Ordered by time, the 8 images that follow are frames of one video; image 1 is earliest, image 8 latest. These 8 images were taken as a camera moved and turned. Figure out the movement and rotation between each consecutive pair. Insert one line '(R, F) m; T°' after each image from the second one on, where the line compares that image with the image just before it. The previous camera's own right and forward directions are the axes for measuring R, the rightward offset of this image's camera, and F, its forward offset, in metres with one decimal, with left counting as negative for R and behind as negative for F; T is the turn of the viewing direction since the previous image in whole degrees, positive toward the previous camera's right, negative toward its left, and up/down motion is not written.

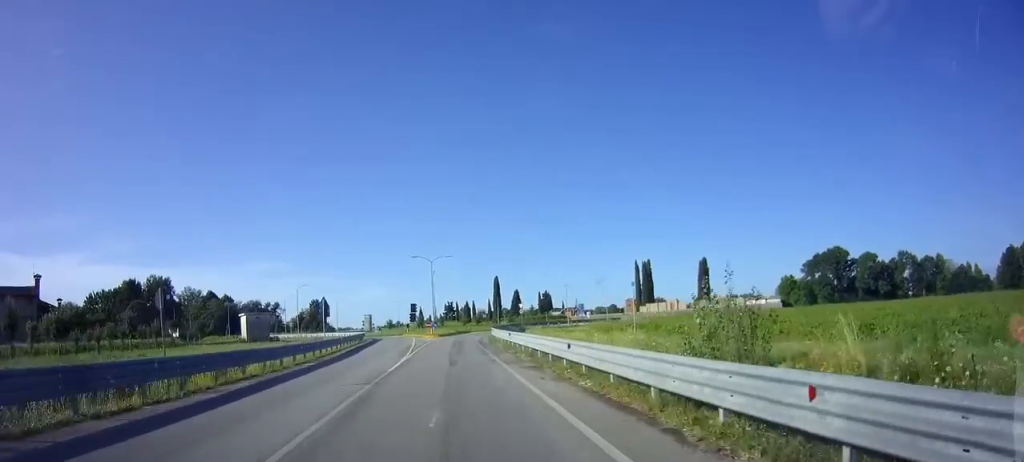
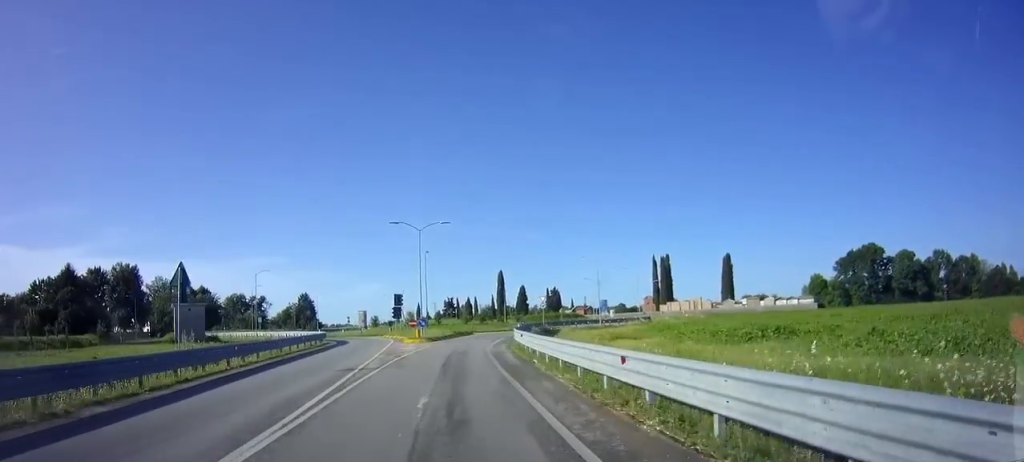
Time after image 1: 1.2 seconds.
(+0.1, +18.4) m; 0°
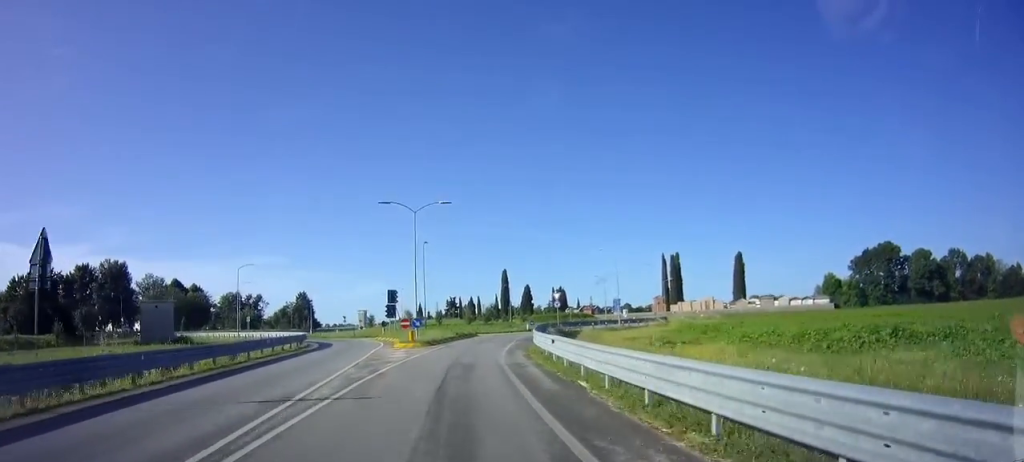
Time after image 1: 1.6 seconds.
(0.0, +6.8) m; 0°
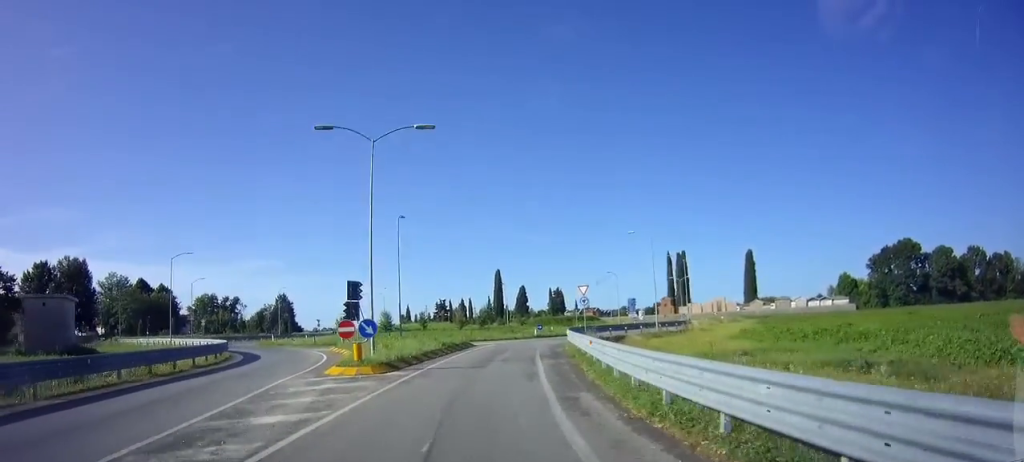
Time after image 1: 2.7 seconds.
(+0.1, +14.4) m; +1°
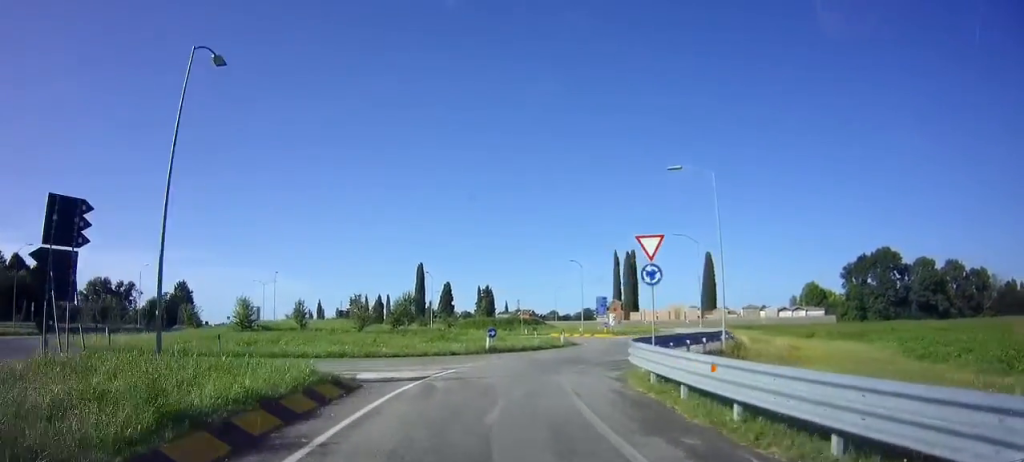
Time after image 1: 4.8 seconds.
(+1.1, +22.4) m; +9°
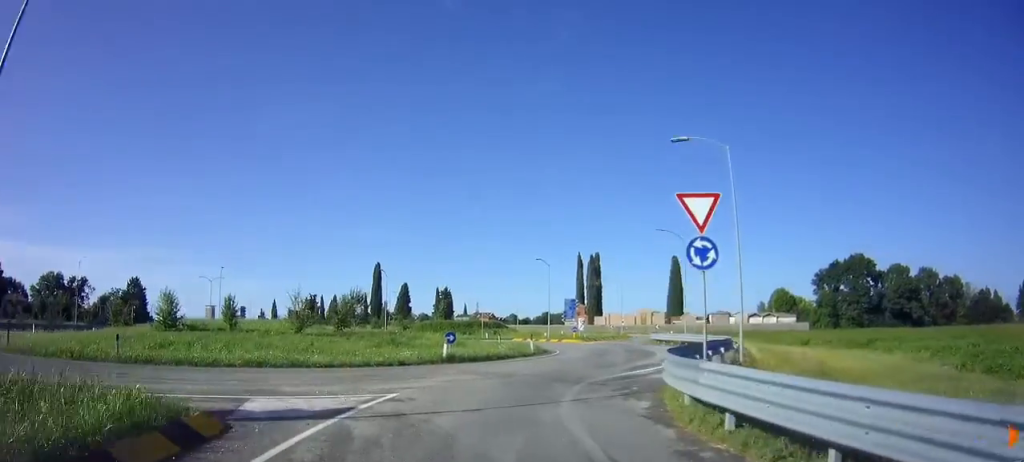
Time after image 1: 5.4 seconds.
(+0.3, +5.3) m; +4°
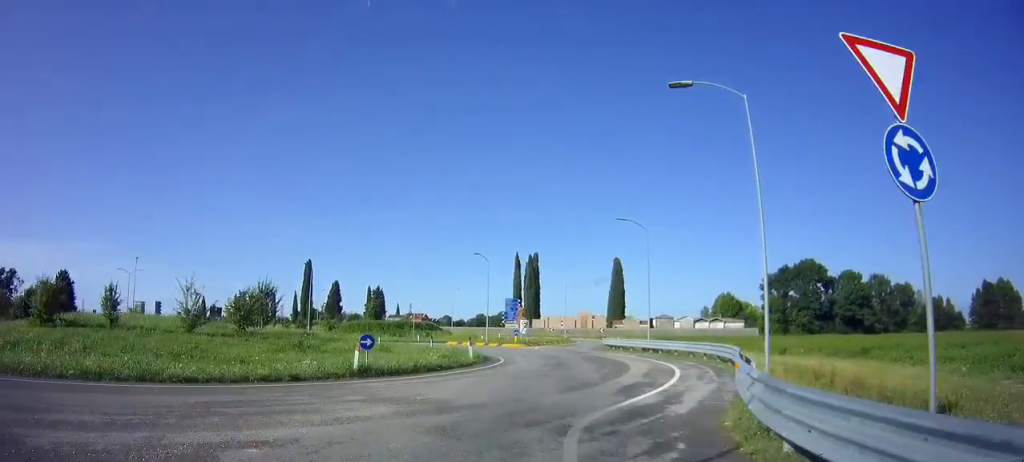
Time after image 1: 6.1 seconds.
(+0.3, +6.4) m; +6°
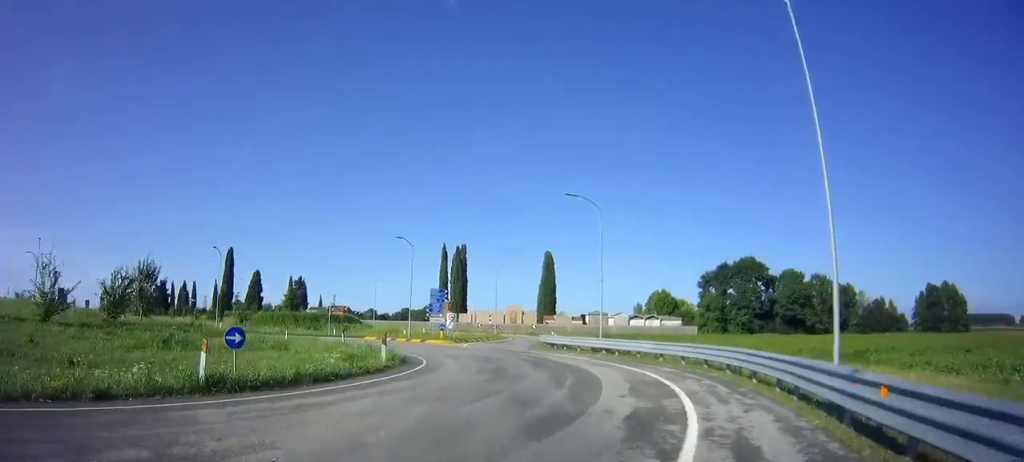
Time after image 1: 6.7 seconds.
(+0.2, +5.6) m; +6°
